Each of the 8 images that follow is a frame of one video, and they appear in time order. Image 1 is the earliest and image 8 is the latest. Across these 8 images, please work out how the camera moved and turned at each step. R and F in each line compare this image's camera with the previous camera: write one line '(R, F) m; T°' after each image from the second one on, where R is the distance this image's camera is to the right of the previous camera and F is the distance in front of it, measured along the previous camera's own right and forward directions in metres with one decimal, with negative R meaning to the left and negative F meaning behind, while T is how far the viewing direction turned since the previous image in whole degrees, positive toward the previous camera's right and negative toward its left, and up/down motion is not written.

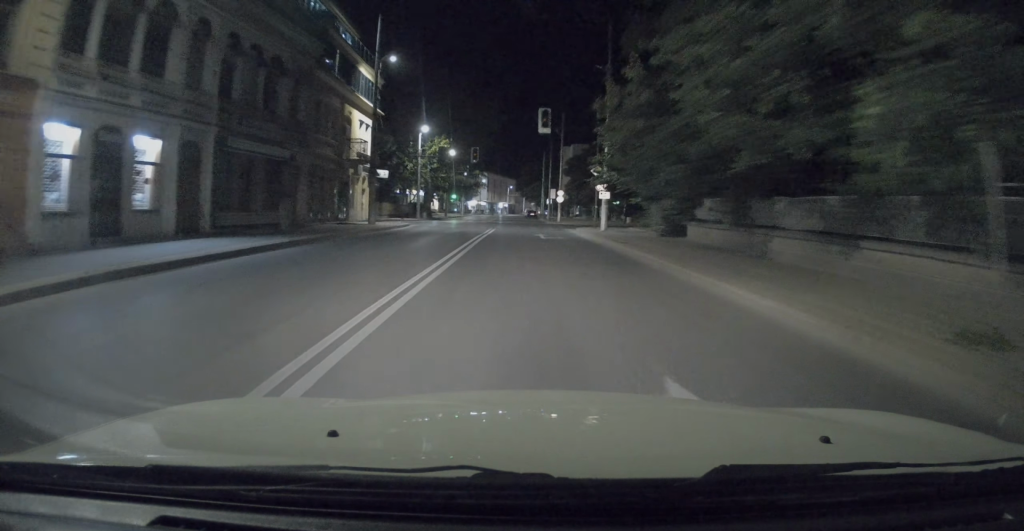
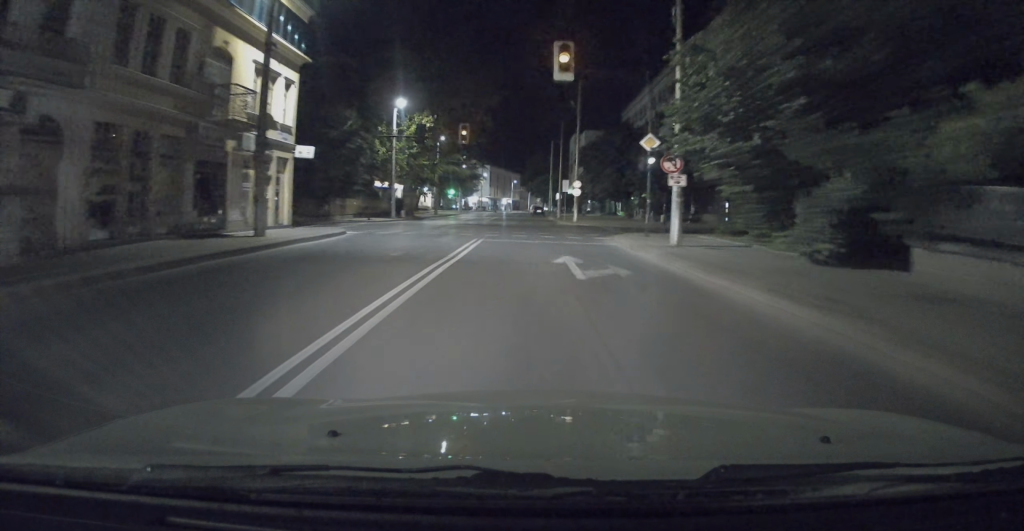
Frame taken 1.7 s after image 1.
(-0.1, +14.1) m; -2°
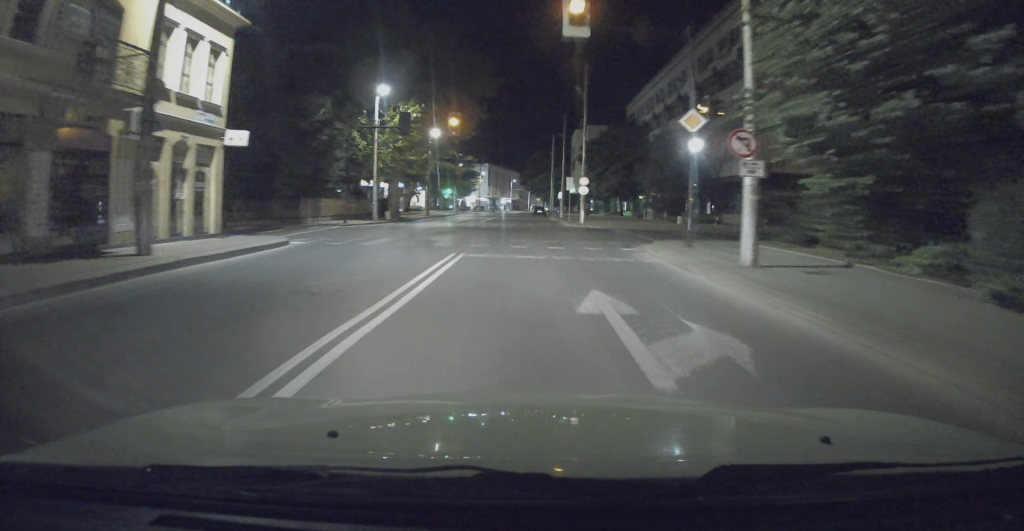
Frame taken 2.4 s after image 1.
(-0.1, +5.9) m; -2°
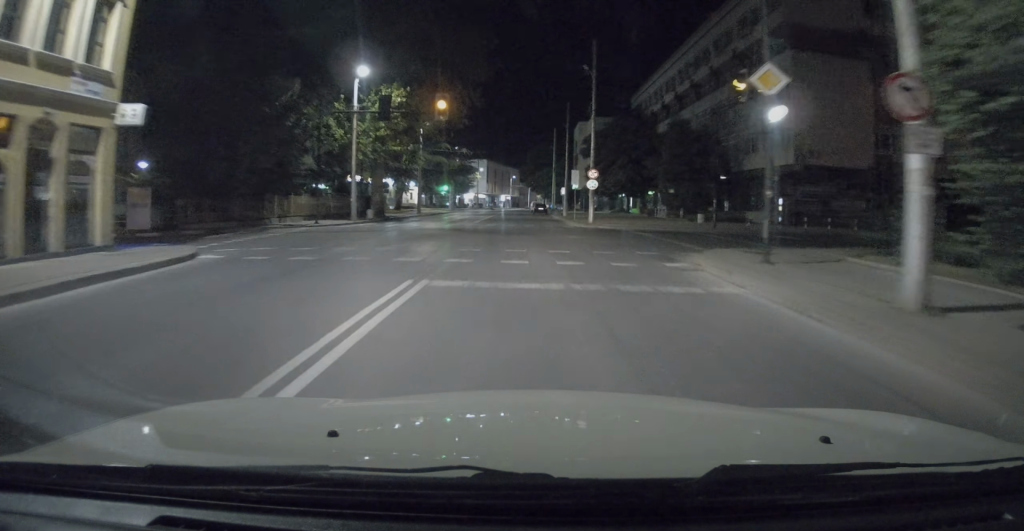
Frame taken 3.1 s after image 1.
(-0.4, +5.7) m; +2°
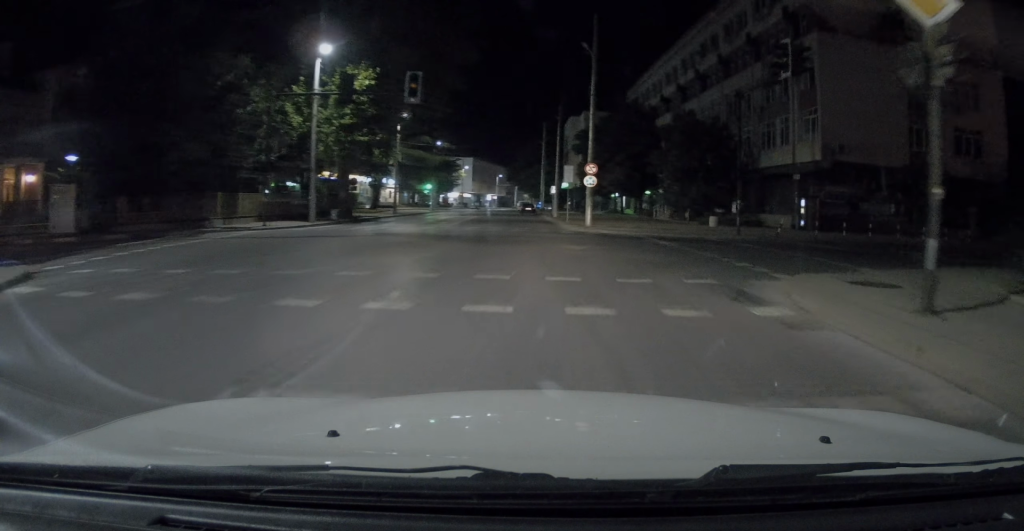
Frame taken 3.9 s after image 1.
(+0.5, +5.6) m; +2°
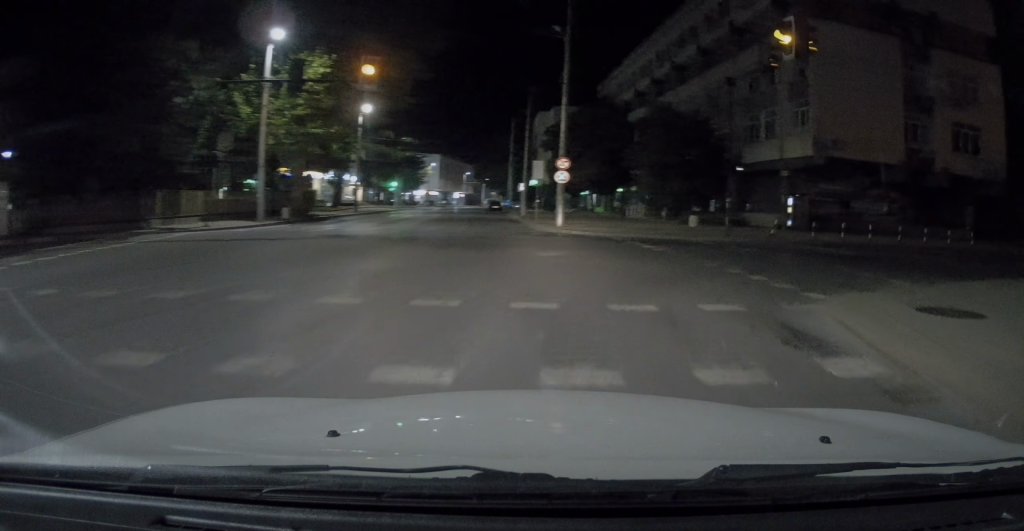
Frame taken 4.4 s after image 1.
(+0.1, +2.9) m; +1°
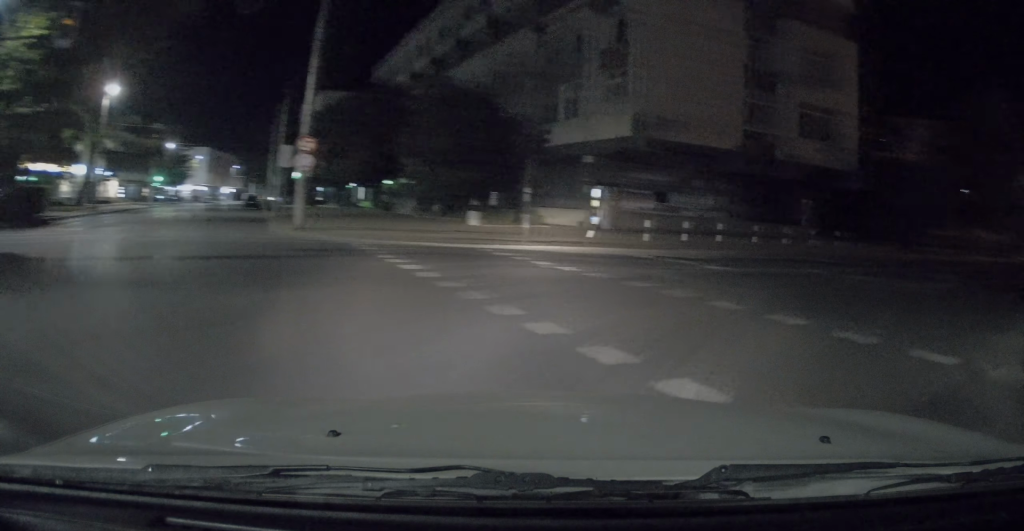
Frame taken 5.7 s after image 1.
(+0.2, +7.6) m; +15°
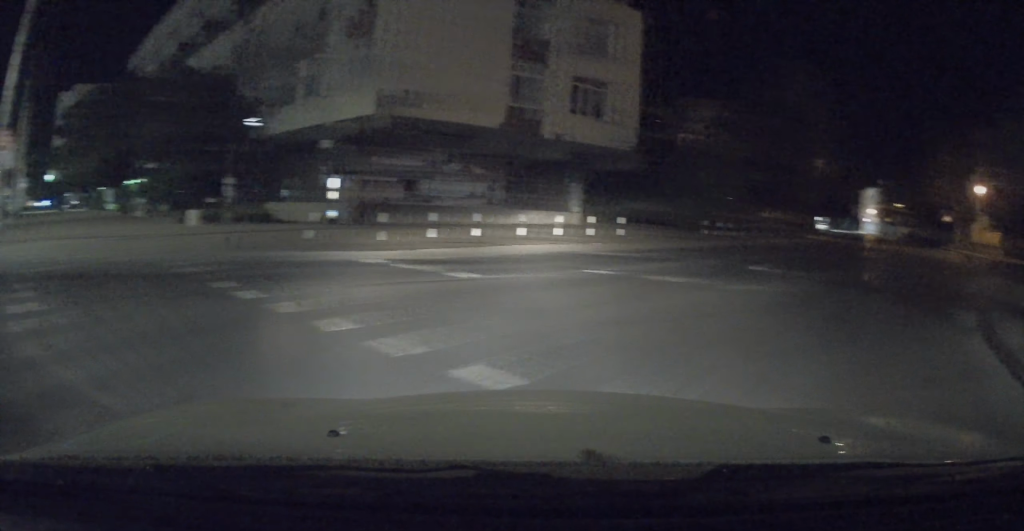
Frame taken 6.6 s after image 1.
(+0.7, +4.0) m; +20°
